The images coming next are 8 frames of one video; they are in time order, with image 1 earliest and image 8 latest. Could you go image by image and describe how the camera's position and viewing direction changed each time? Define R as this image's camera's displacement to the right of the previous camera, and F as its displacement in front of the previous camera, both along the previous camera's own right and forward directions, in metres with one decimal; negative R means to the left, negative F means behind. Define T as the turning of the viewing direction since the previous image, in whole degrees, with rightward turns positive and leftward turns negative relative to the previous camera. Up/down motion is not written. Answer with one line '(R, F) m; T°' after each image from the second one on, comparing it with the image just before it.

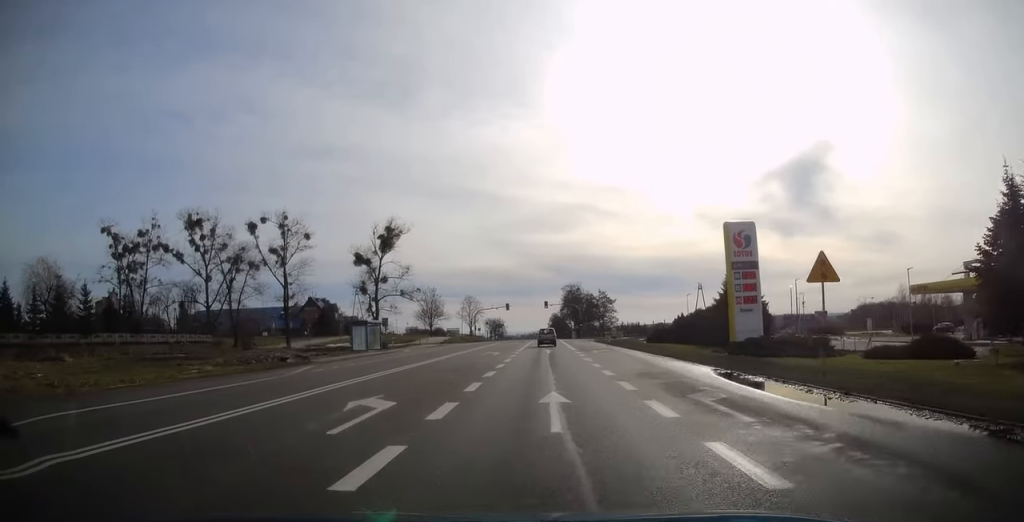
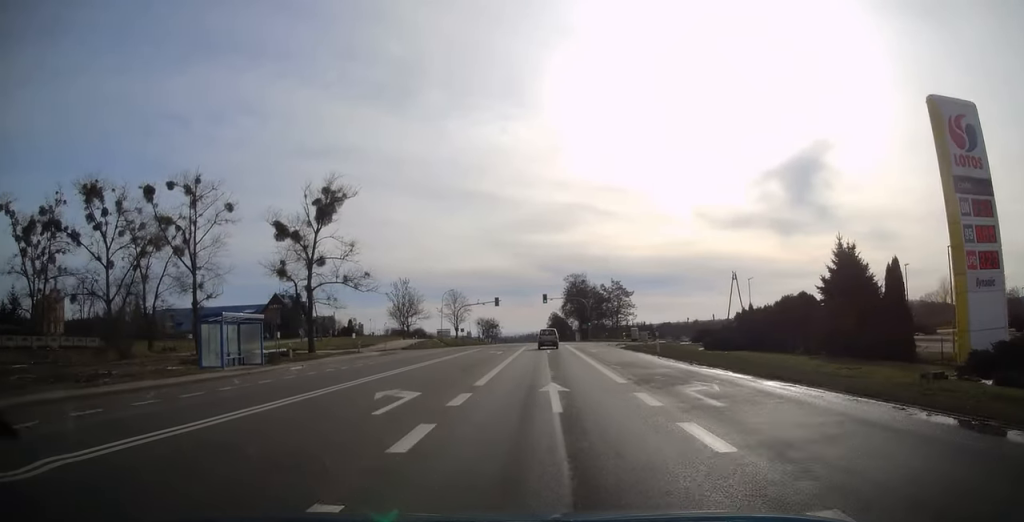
(+0.1, +23.4) m; 0°
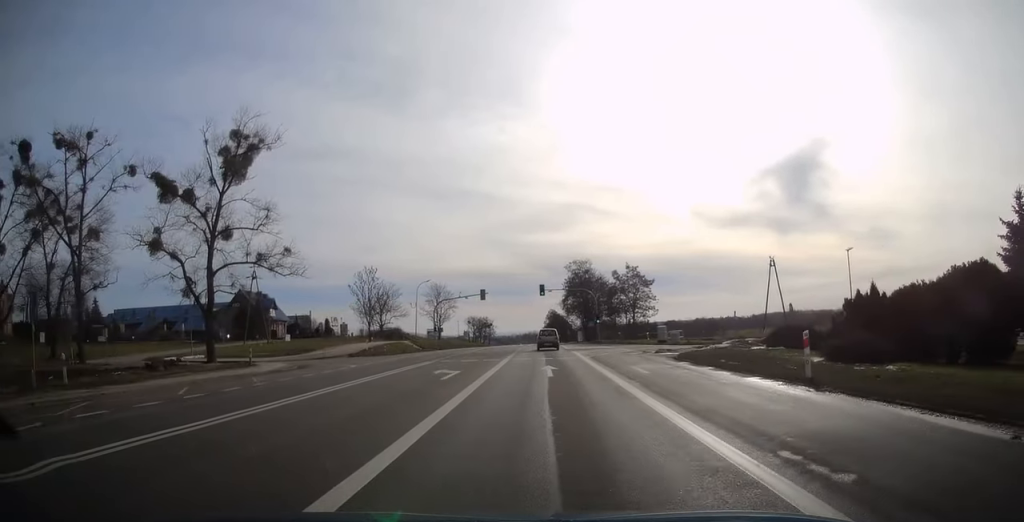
(-0.1, +18.2) m; 0°
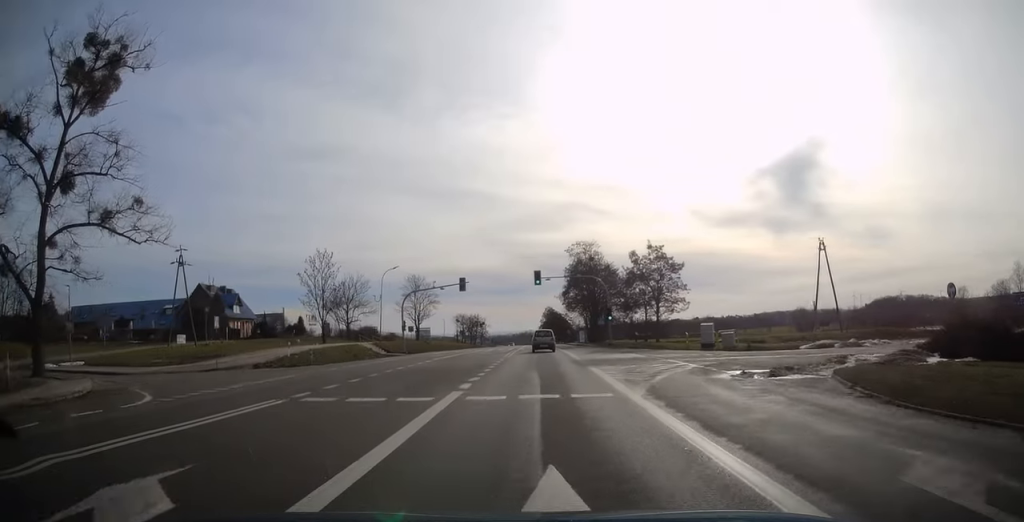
(0.0, +16.5) m; +1°
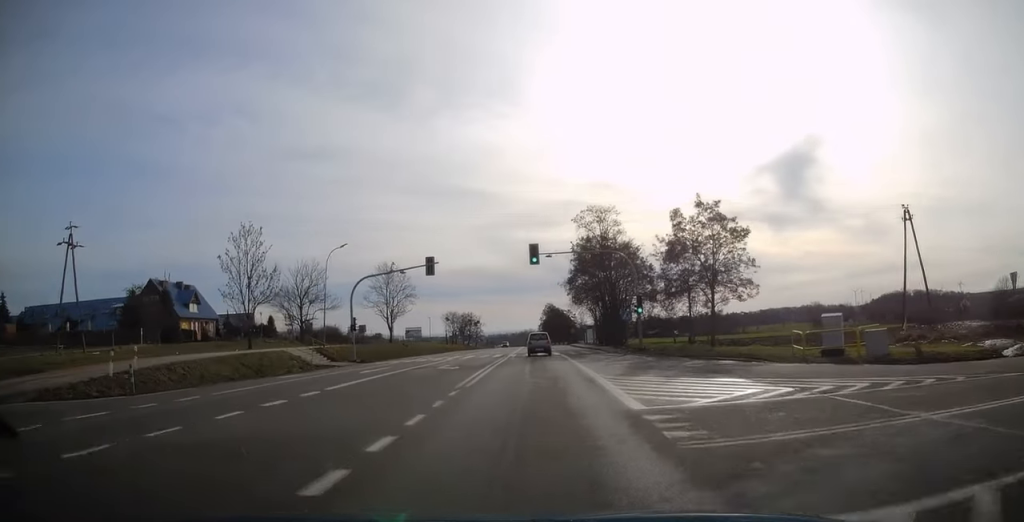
(+0.2, +17.6) m; 0°
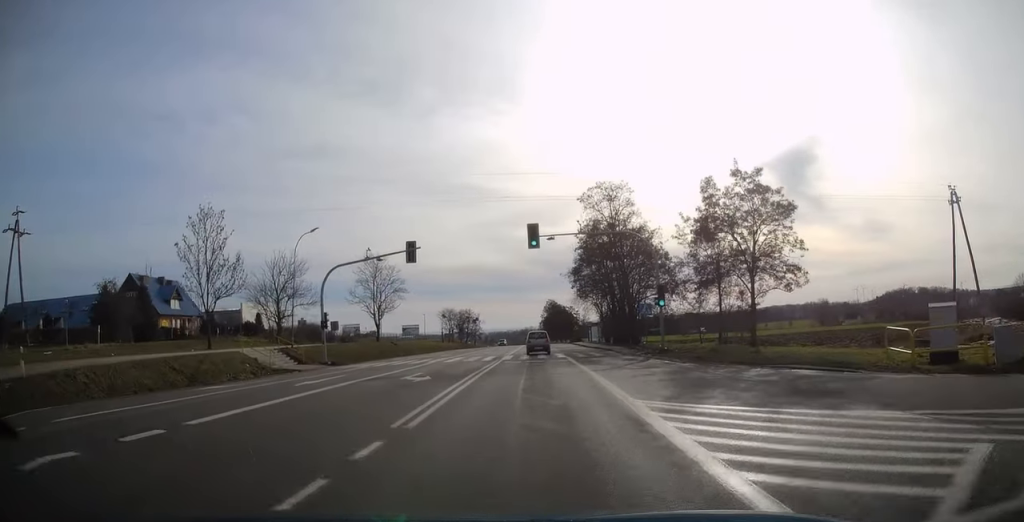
(0.0, +6.8) m; 0°
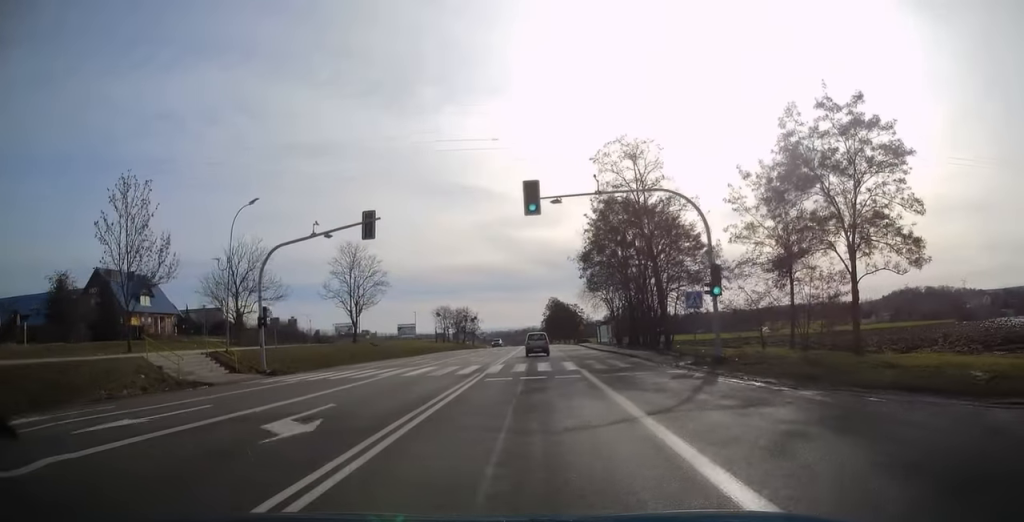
(0.0, +9.8) m; 0°
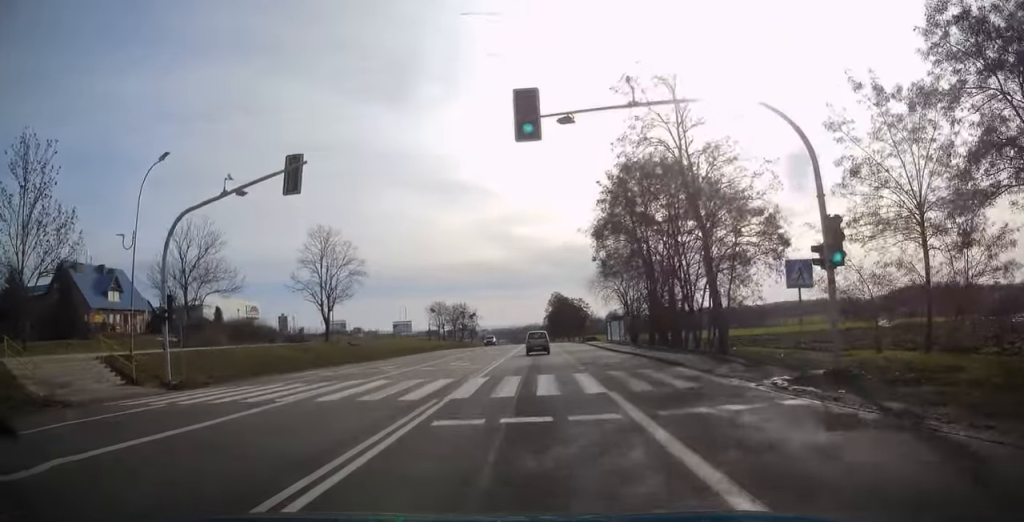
(0.0, +9.3) m; -1°
